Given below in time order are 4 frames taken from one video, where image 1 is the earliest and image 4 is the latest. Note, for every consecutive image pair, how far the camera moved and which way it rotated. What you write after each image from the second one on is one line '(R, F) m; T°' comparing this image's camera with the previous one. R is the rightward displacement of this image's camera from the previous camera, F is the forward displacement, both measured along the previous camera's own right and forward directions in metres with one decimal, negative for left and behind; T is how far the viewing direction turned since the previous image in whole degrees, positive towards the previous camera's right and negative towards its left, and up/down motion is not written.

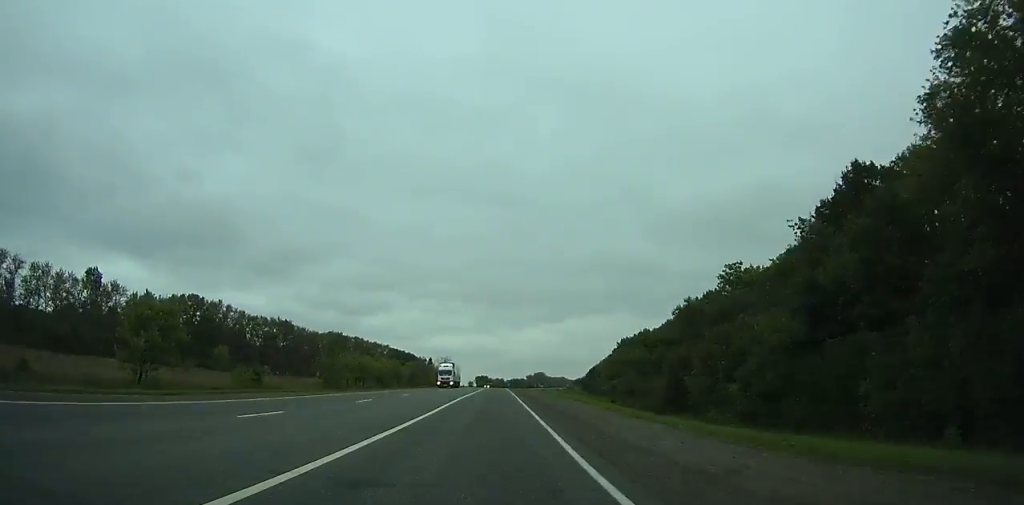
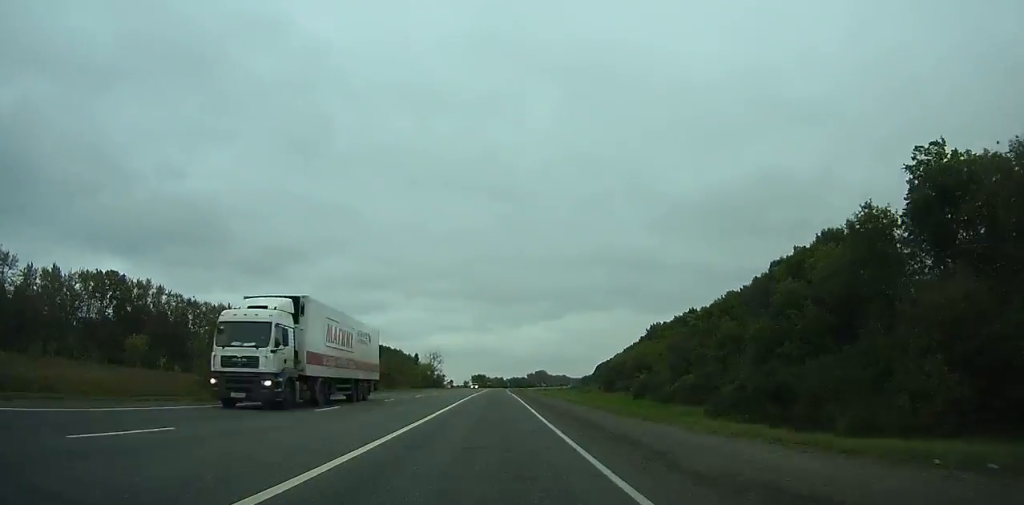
(-0.2, +41.1) m; 0°
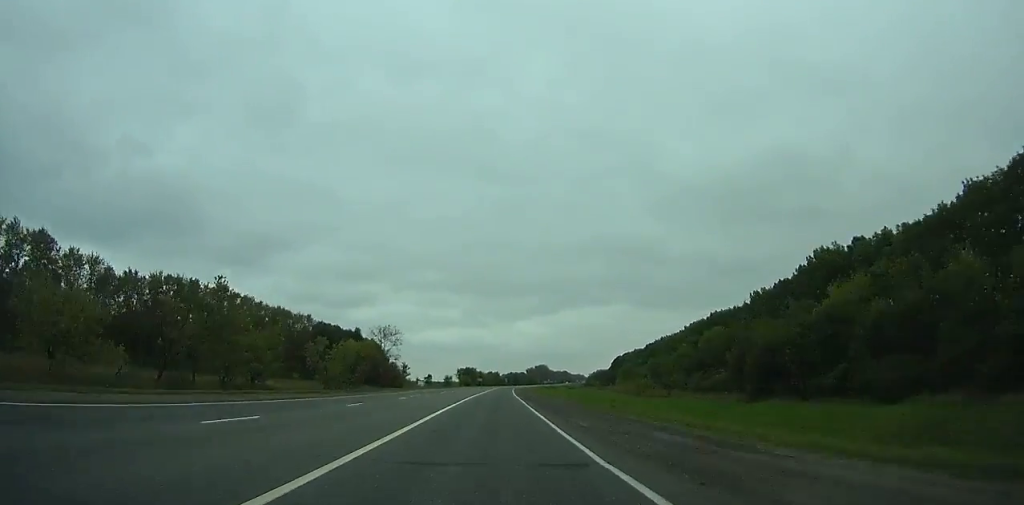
(-0.1, +91.1) m; +1°
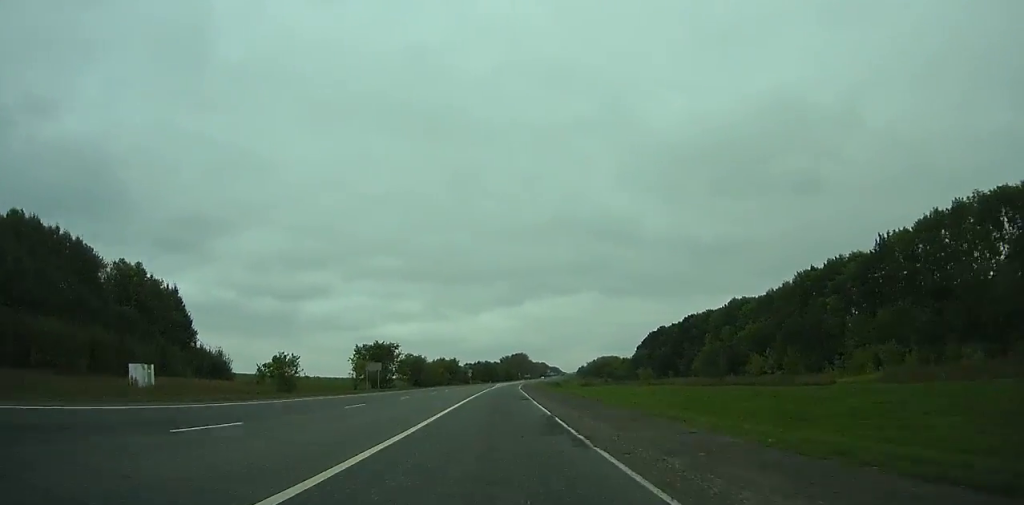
(+2.8, +155.2) m; +2°
